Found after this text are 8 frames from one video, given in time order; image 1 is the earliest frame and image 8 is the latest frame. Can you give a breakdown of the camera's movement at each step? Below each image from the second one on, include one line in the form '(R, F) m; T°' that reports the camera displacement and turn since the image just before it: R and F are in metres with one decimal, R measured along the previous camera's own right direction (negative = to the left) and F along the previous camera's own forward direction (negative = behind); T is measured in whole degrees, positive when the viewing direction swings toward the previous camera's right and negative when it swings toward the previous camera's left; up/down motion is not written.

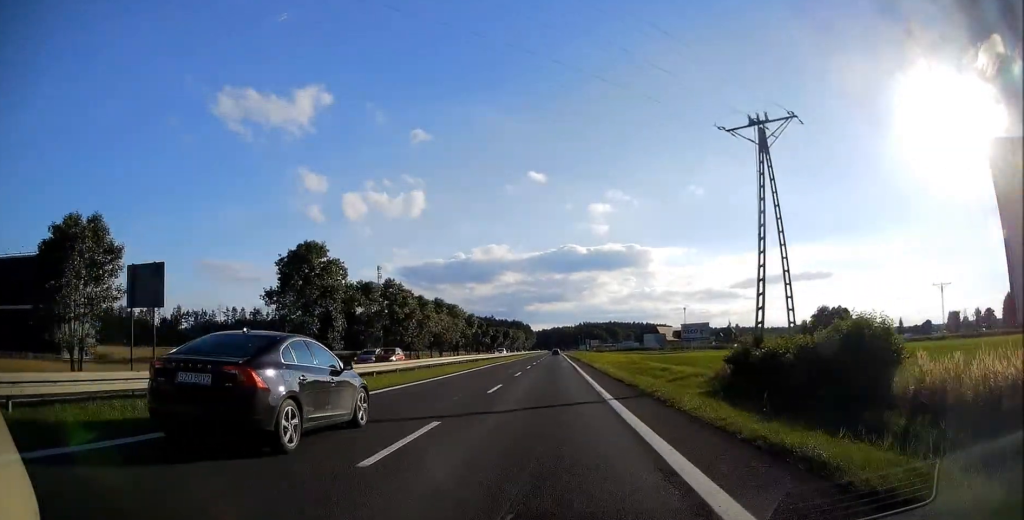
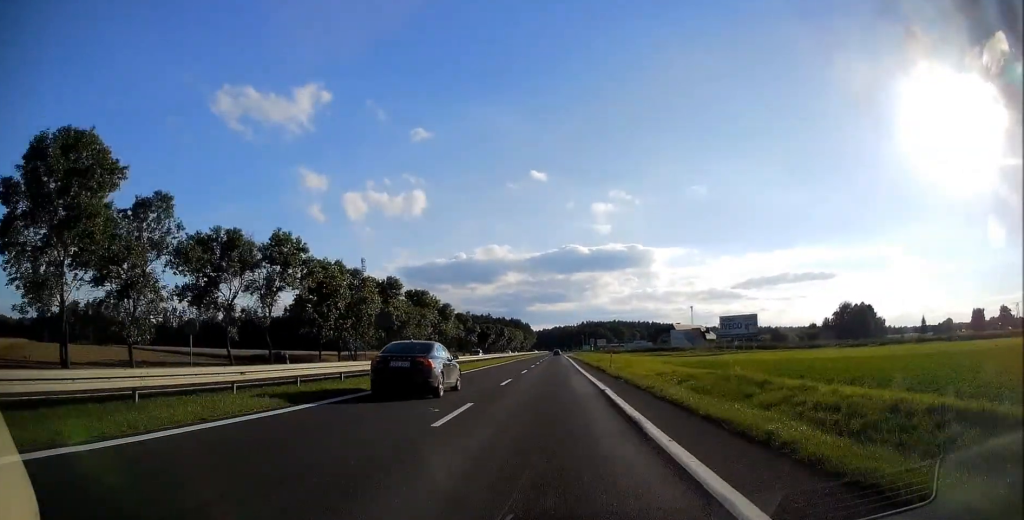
(-0.1, +32.2) m; 0°
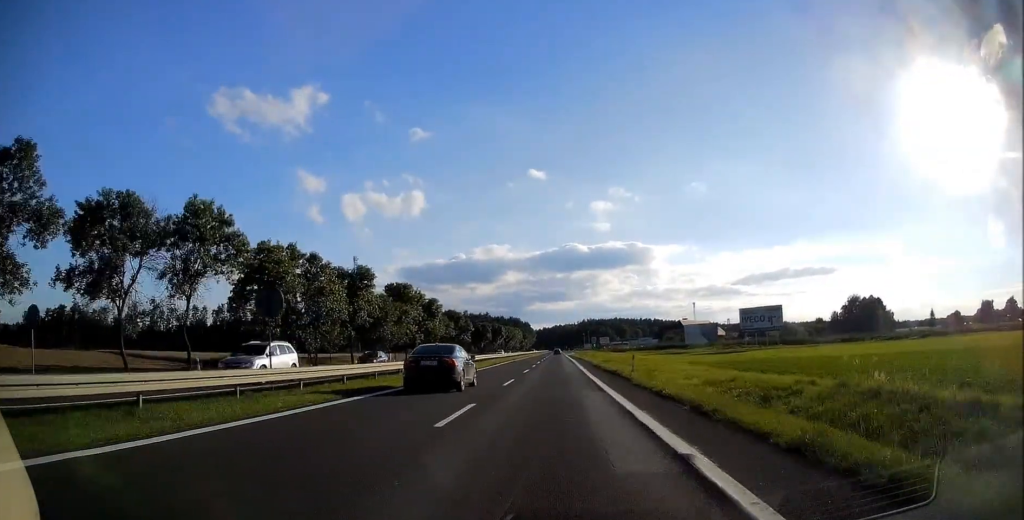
(+0.1, +11.8) m; 0°
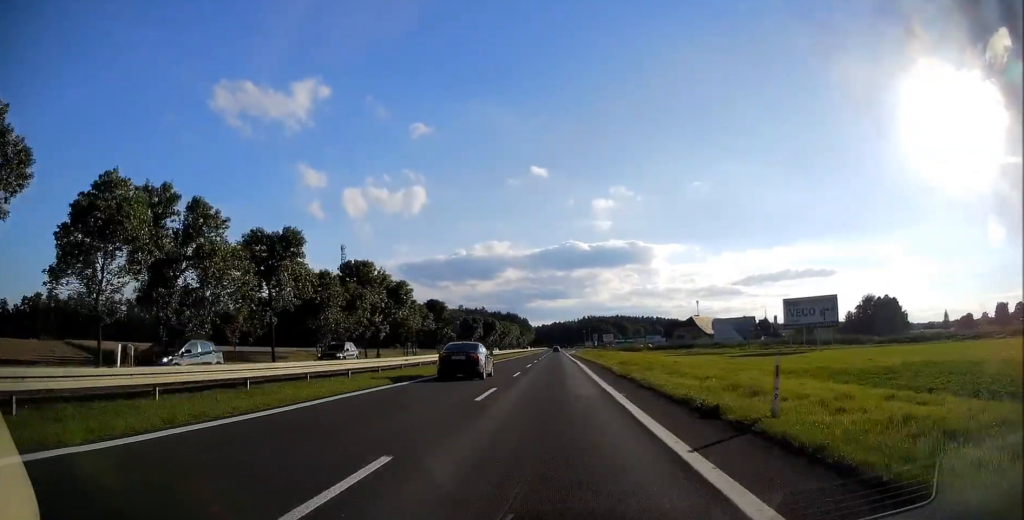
(-0.2, +19.3) m; +1°
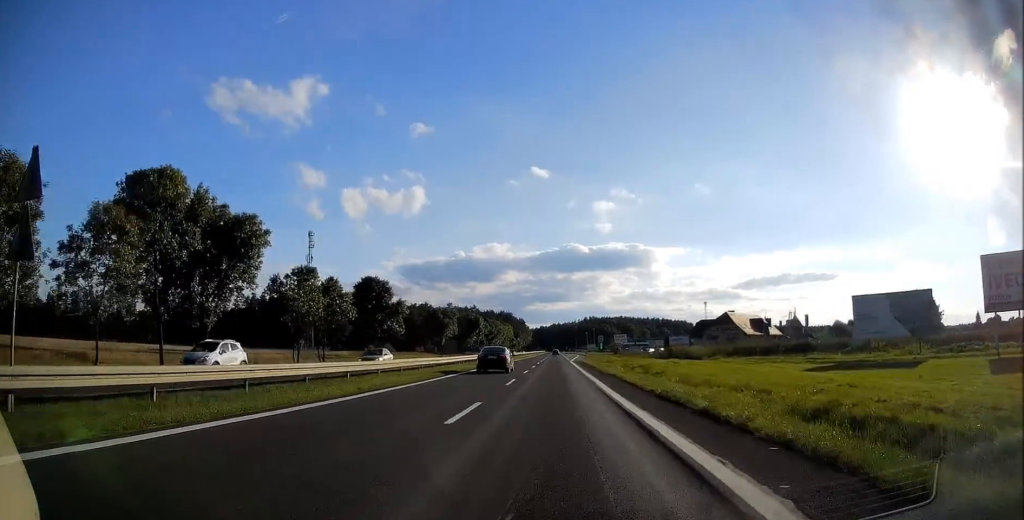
(+0.5, +39.6) m; 0°
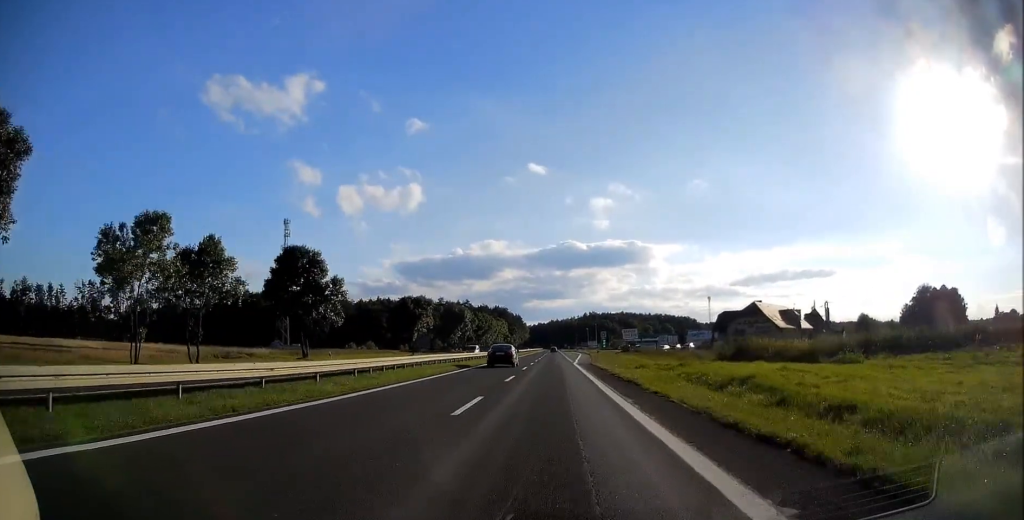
(-0.2, +22.6) m; -1°
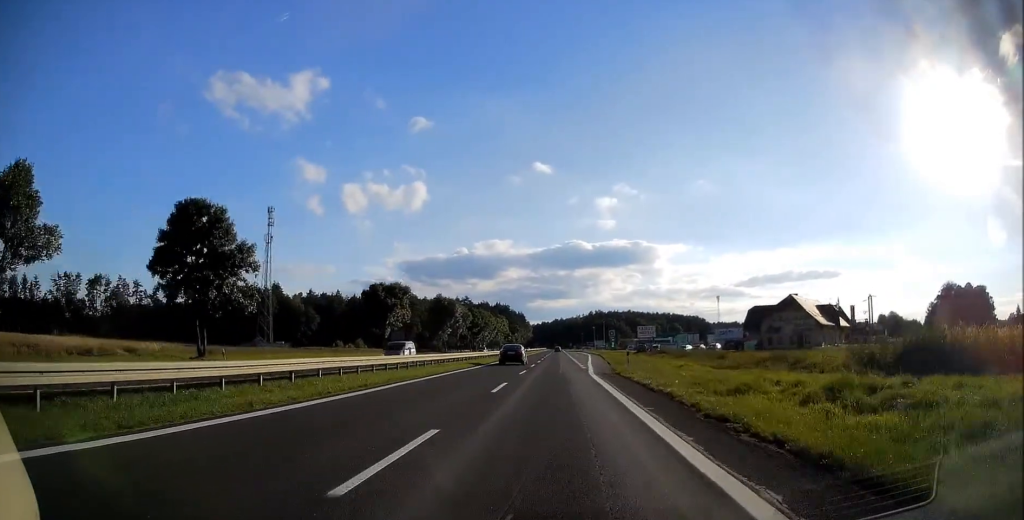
(+0.1, +18.2) m; 0°
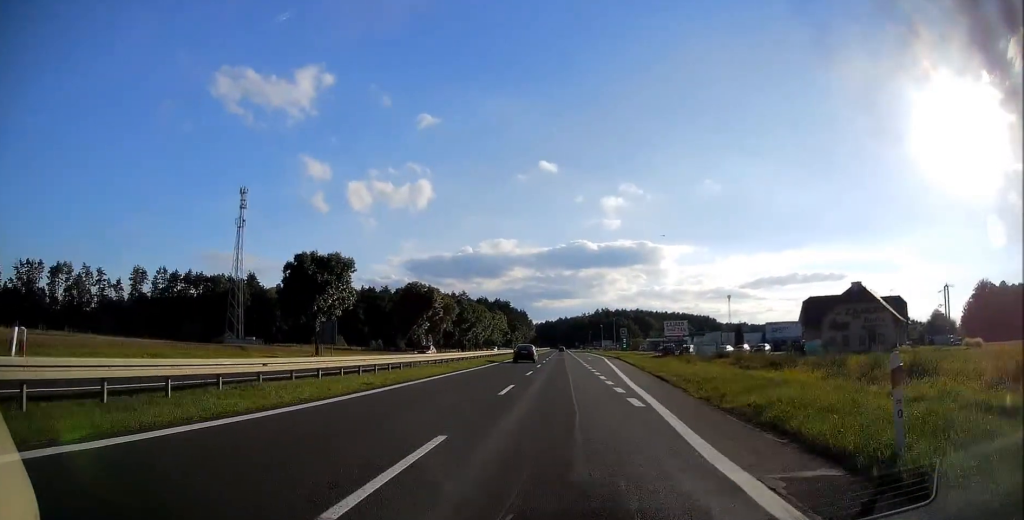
(-0.3, +24.5) m; 0°
